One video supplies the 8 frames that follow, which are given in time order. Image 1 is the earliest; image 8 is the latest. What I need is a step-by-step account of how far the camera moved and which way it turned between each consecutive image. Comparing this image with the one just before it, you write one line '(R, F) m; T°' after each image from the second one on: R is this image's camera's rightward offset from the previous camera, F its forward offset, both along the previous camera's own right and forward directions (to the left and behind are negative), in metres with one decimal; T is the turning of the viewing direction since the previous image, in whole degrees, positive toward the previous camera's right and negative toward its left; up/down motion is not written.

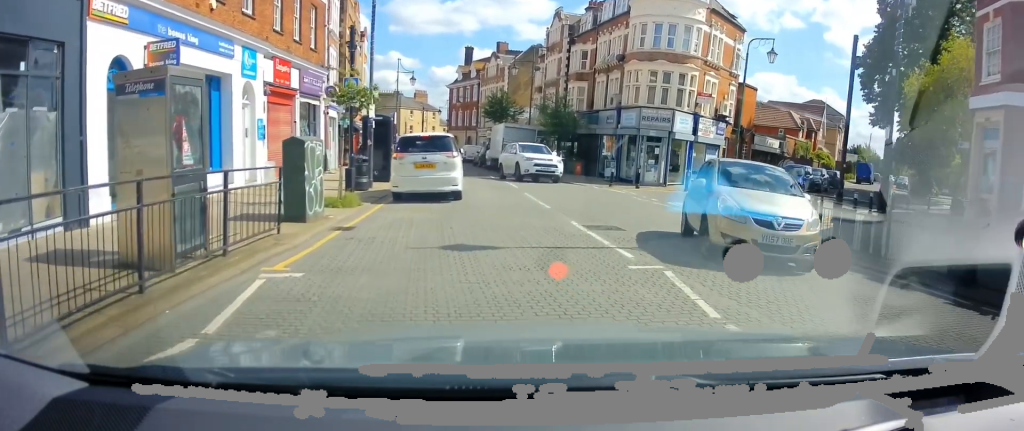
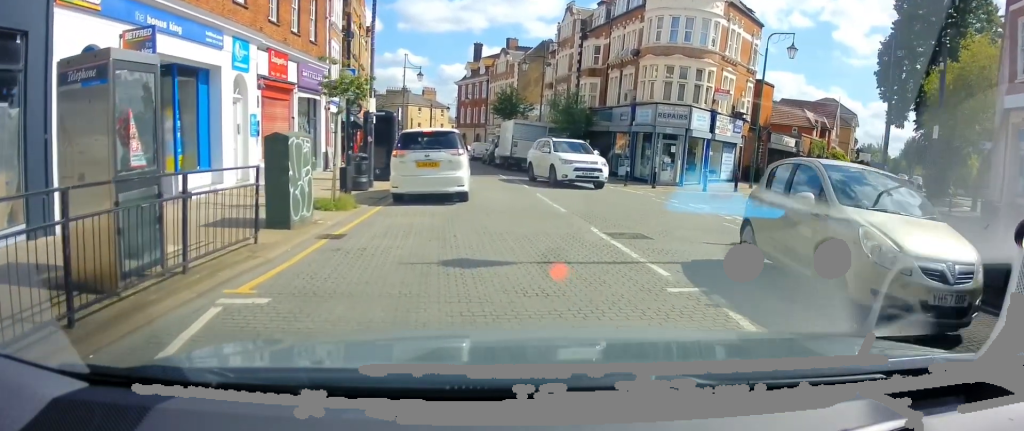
(0.0, +1.1) m; -4°
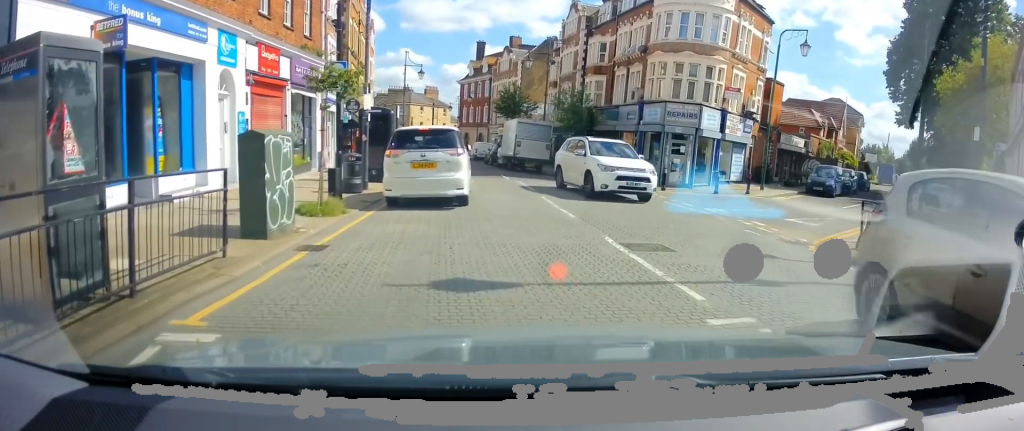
(-0.1, +0.9) m; -4°
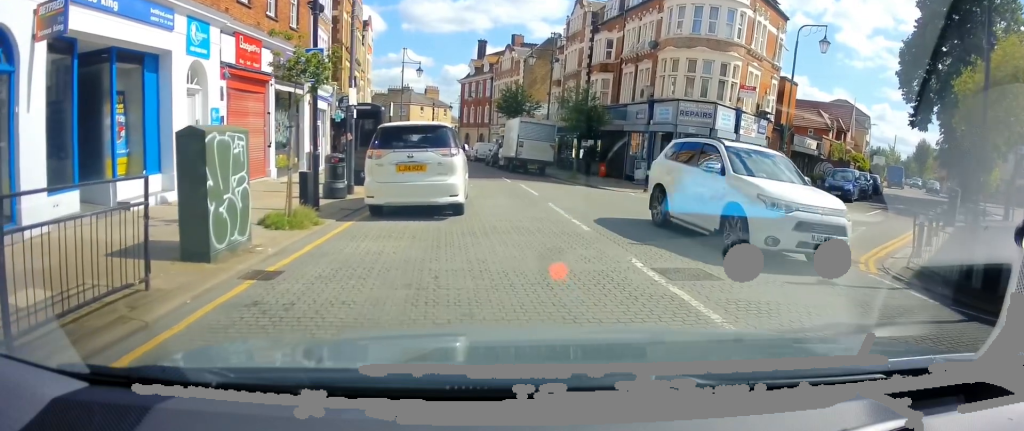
(+0.1, +1.8) m; -1°
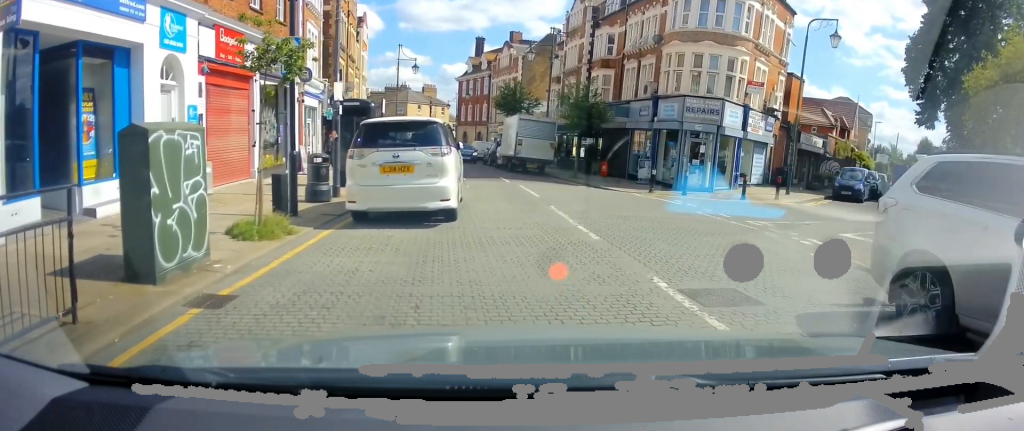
(+0.3, +1.1) m; 0°
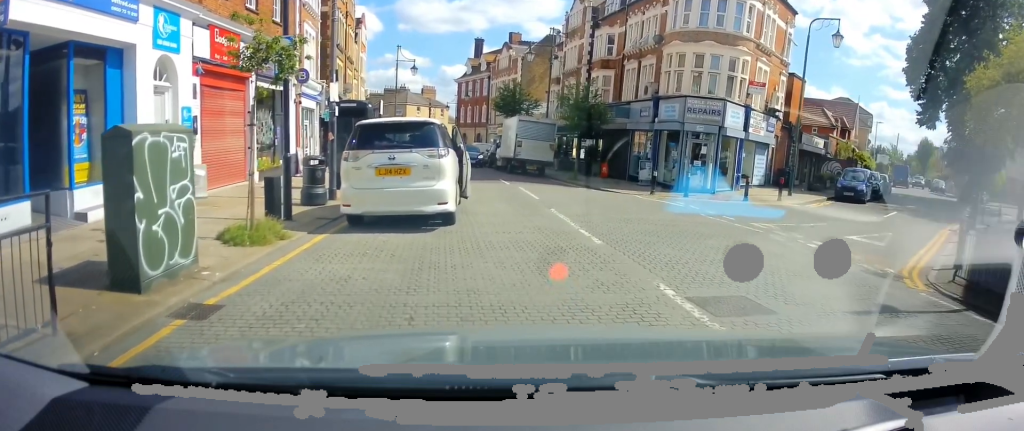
(0.0, +0.3) m; 0°
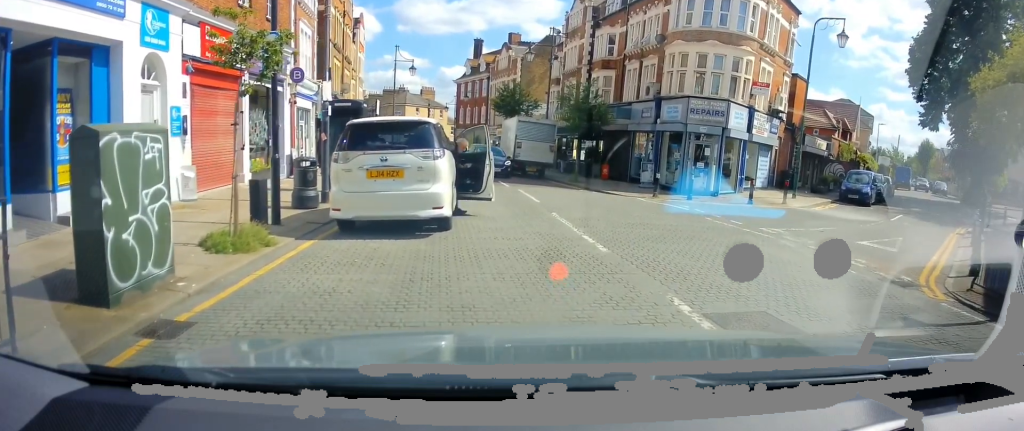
(0.0, +0.5) m; 0°
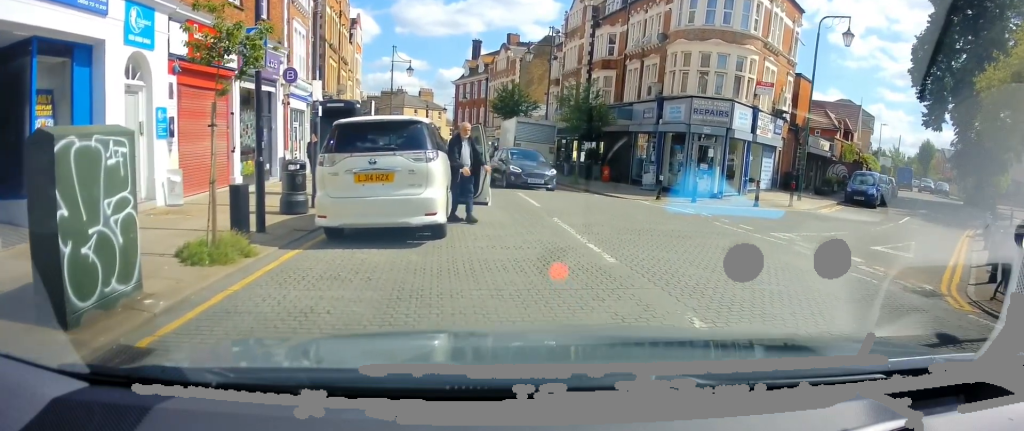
(+0.2, +0.4) m; 0°
